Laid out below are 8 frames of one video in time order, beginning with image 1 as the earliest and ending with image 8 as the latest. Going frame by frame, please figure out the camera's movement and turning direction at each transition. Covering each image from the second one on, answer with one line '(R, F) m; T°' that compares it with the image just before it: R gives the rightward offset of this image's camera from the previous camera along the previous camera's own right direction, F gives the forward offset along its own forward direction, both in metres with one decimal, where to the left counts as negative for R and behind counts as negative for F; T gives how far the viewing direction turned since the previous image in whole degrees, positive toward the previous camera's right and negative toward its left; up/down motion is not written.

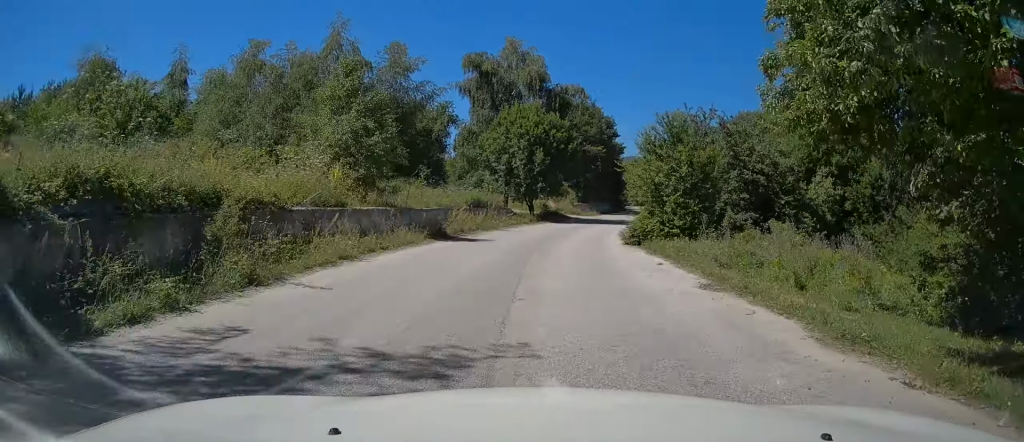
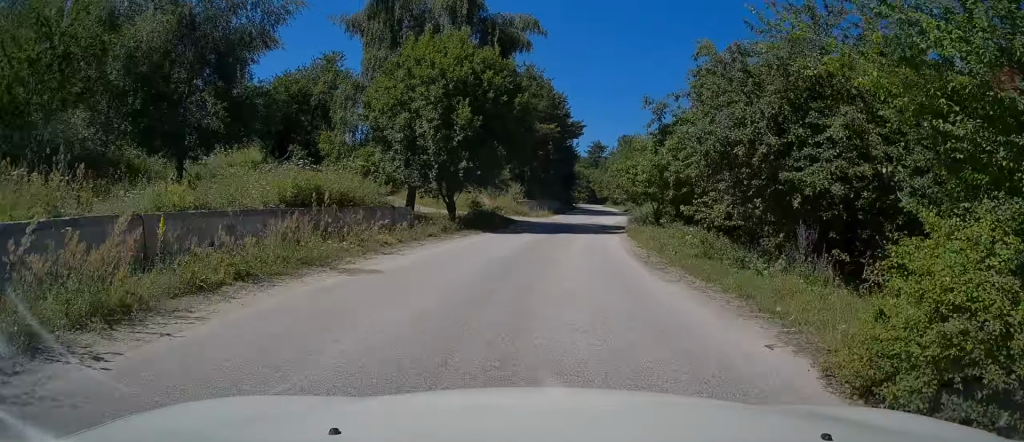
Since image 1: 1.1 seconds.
(+0.9, +18.6) m; +5°
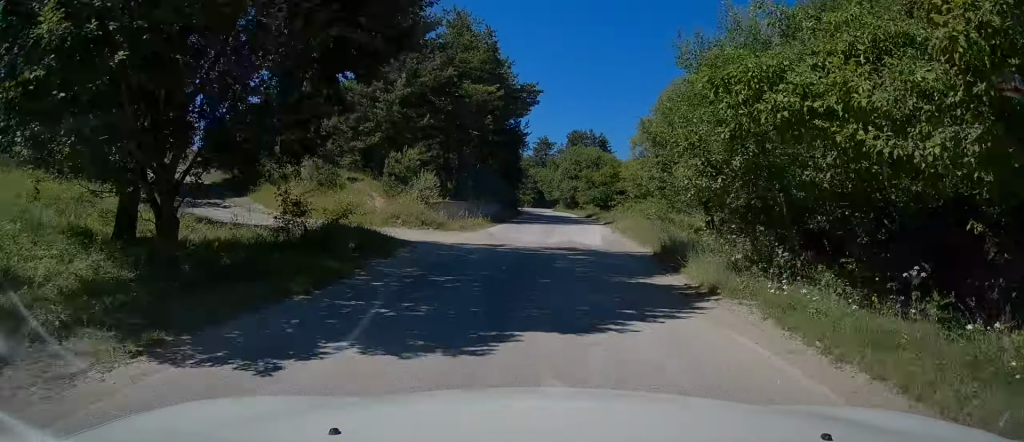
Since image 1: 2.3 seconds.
(+0.9, +18.8) m; +5°
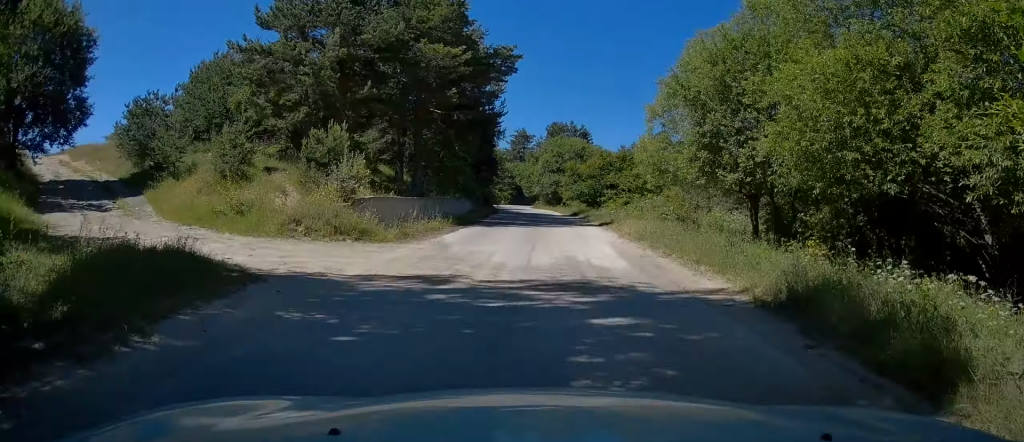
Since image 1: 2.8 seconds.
(+0.2, +8.3) m; +1°
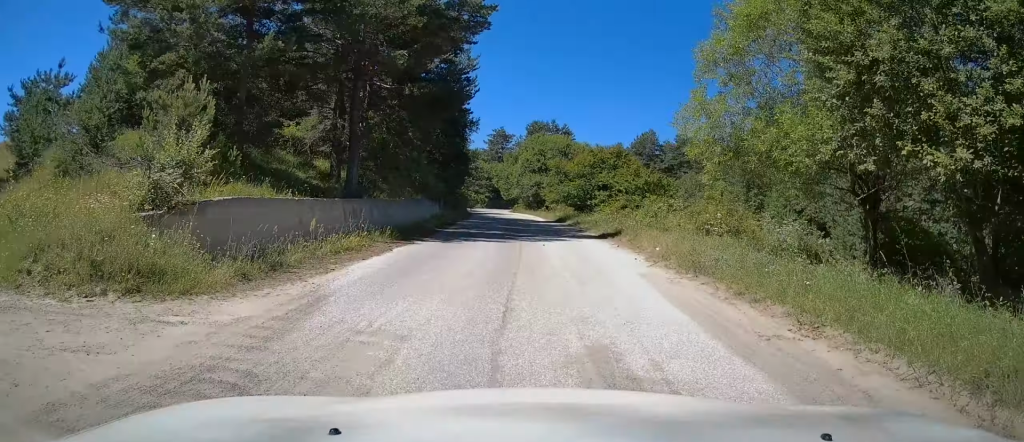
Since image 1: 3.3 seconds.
(+0.1, +8.3) m; +1°
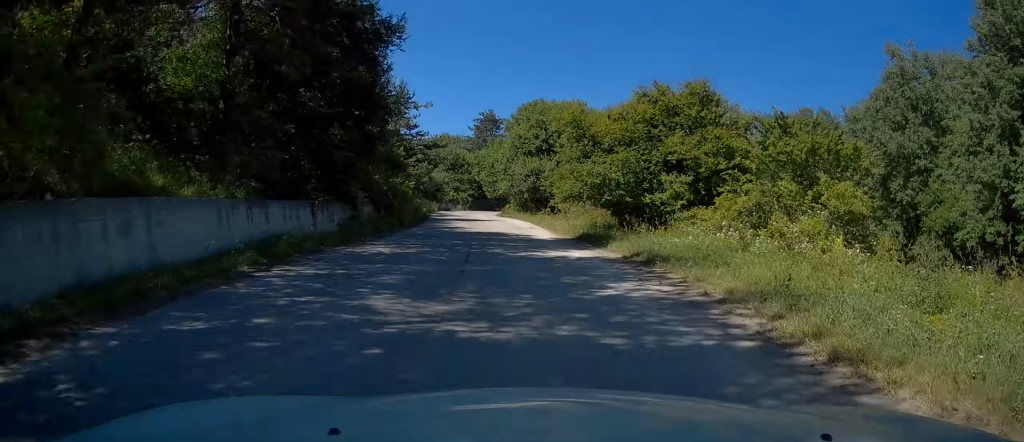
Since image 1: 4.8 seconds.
(+0.1, +25.2) m; 0°
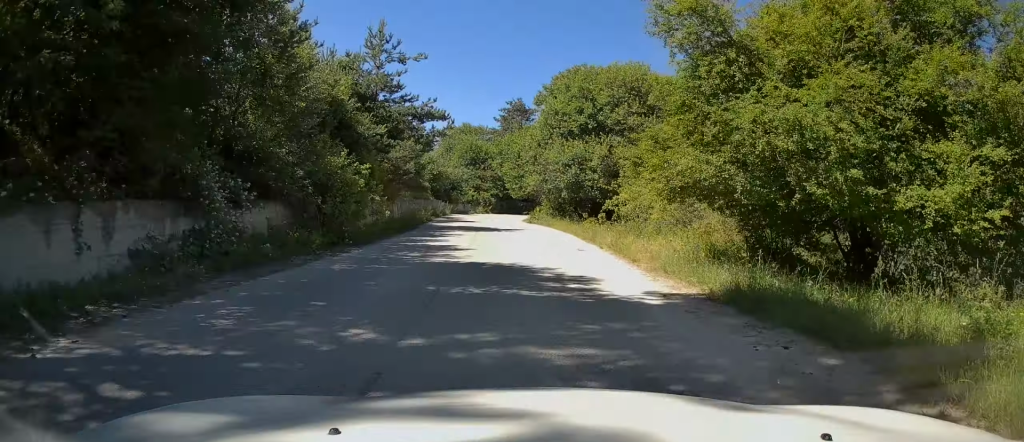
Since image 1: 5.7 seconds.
(-0.2, +13.5) m; -1°
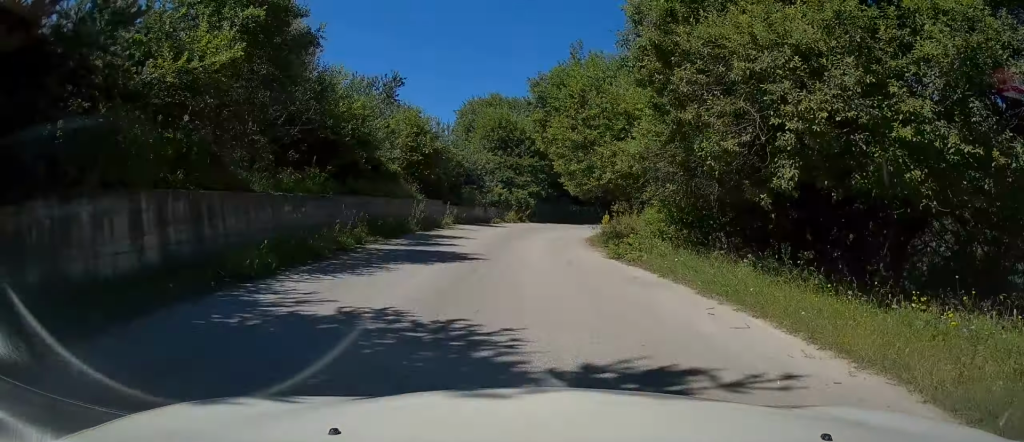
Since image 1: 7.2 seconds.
(-0.5, +22.6) m; -2°
